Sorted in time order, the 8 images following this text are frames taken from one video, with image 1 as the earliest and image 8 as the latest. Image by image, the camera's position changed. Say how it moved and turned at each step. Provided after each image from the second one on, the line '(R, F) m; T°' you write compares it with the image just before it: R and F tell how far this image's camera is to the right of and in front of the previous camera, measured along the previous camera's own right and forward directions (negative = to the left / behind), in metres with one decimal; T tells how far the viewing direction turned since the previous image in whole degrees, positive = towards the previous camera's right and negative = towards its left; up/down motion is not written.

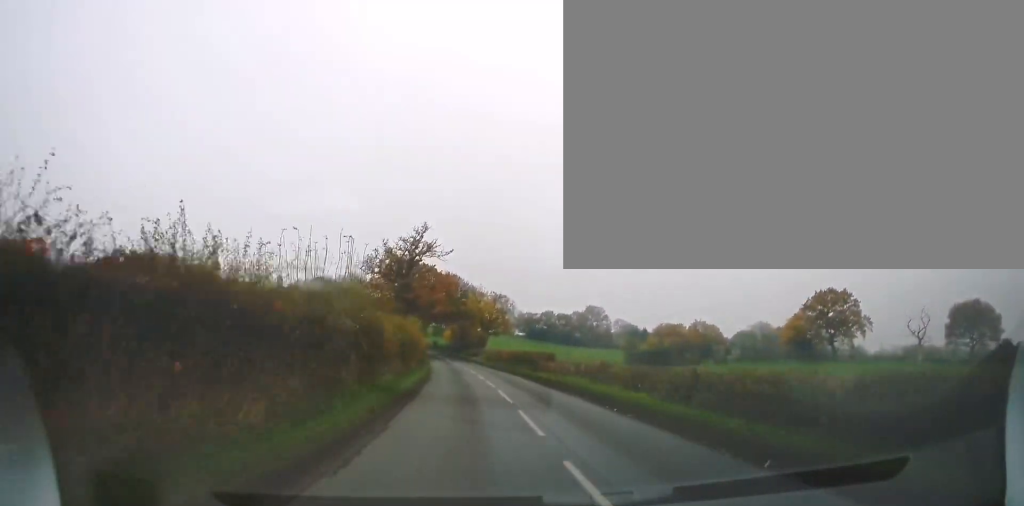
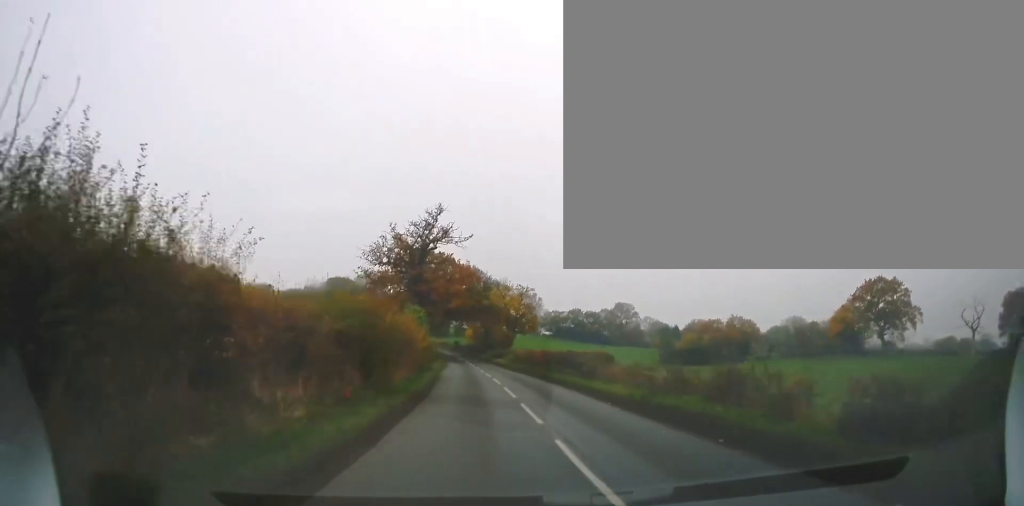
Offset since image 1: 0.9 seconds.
(-0.2, +10.2) m; -1°
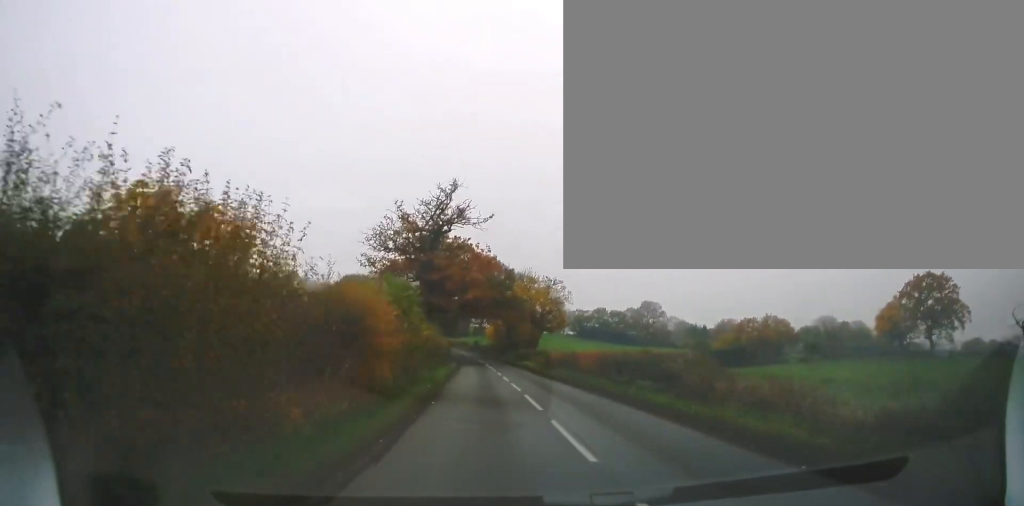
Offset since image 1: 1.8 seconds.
(0.0, +10.5) m; -1°
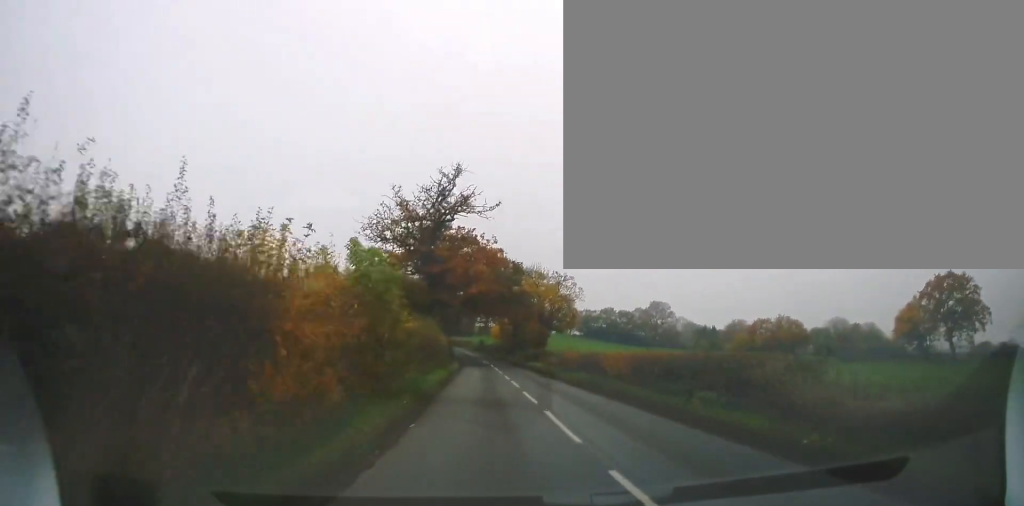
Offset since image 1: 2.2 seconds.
(0.0, +4.8) m; -1°
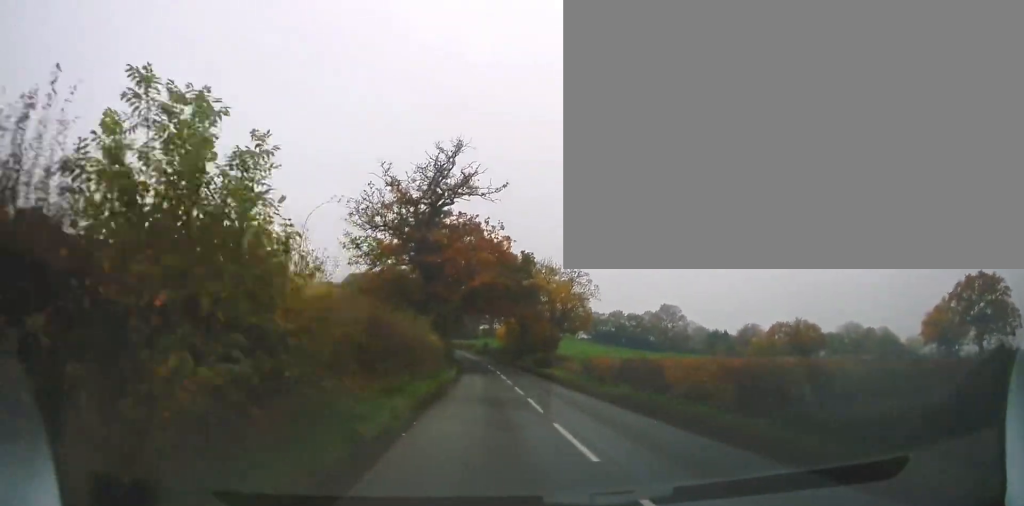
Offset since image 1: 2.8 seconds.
(-0.1, +6.9) m; -1°
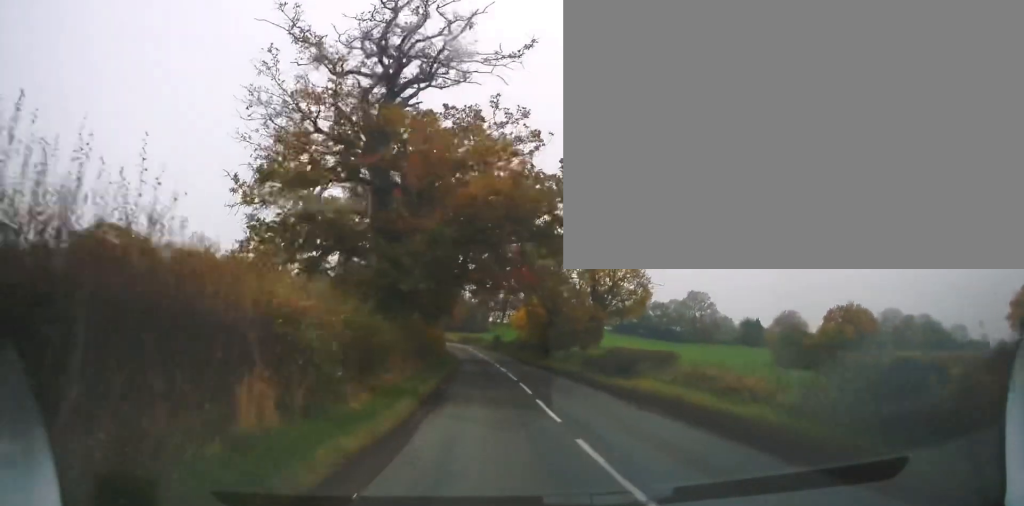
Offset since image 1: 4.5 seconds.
(-0.4, +21.1) m; -2°
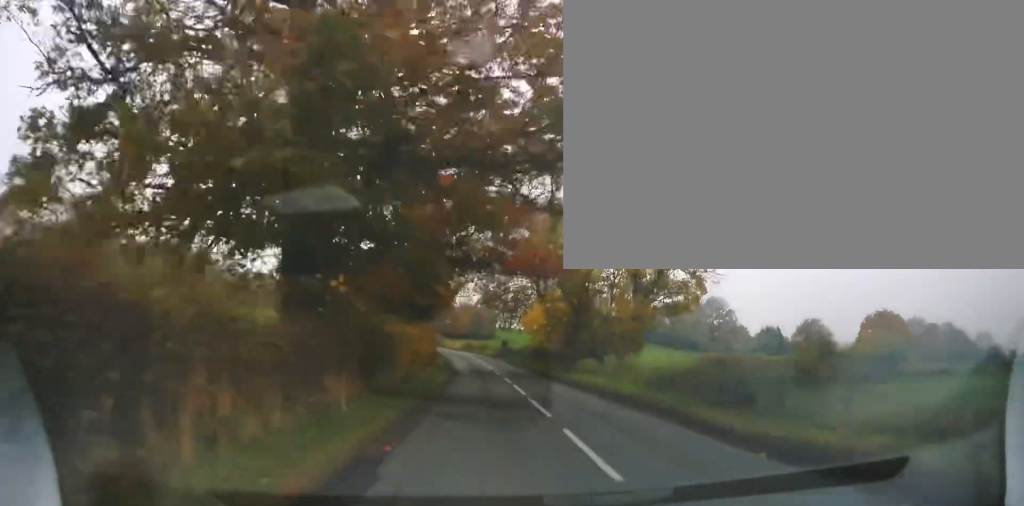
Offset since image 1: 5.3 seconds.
(-0.2, +10.1) m; -1°
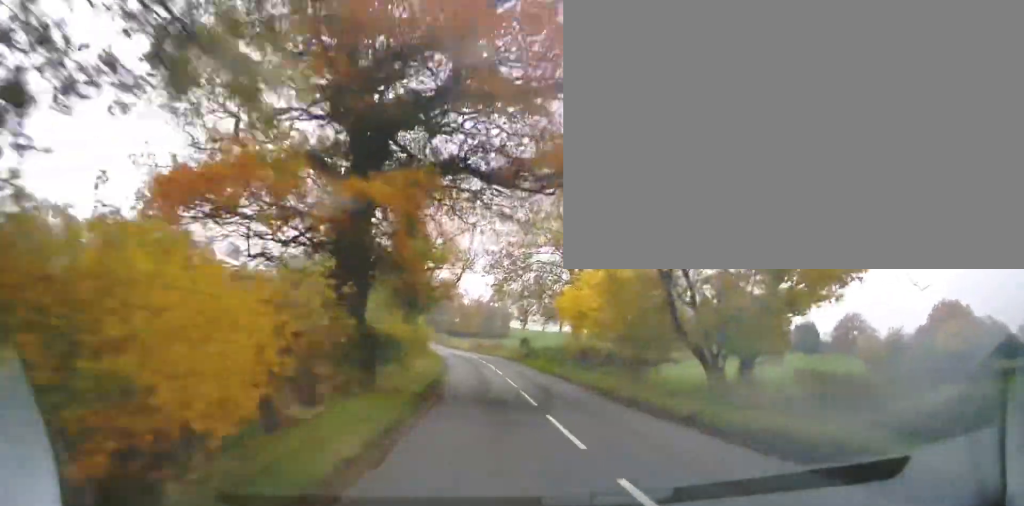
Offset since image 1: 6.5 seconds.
(-0.1, +16.3) m; 0°
